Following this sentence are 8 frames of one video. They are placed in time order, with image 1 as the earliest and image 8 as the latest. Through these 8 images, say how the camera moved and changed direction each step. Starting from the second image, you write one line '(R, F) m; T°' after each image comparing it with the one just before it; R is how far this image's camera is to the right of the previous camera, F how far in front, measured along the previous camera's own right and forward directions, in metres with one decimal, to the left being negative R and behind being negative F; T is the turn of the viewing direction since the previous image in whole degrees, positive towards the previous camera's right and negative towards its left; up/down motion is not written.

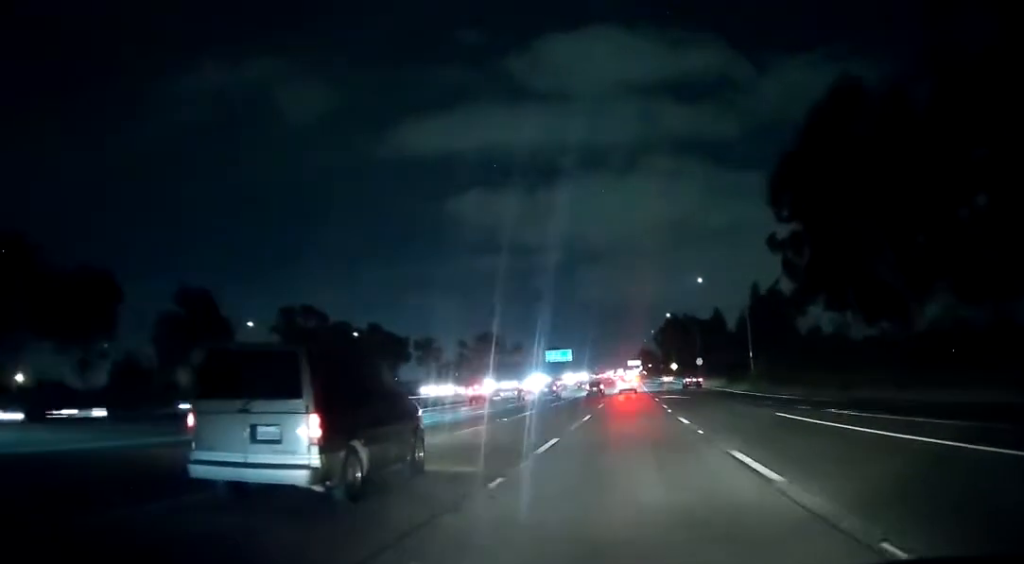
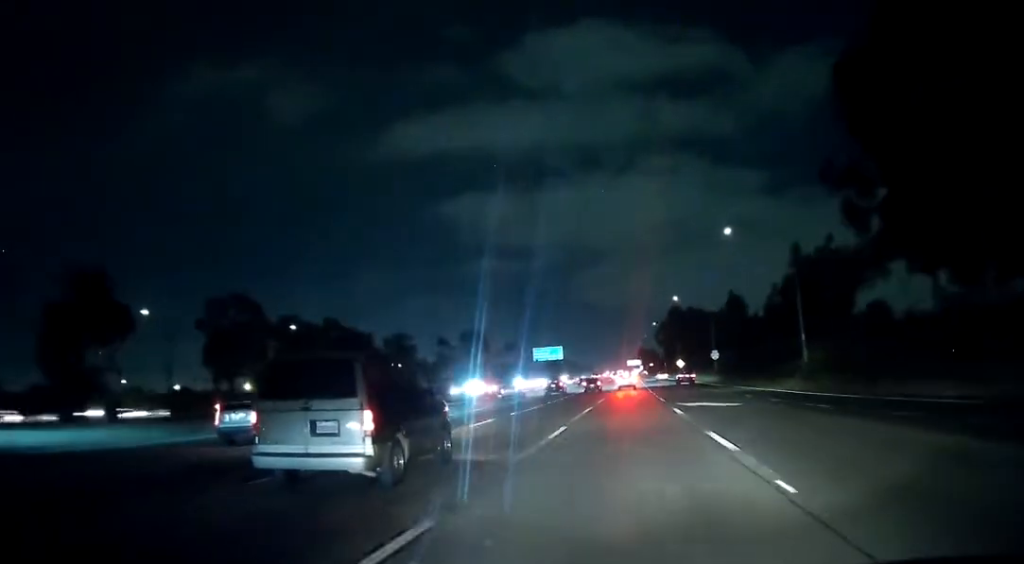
(-0.5, +26.9) m; 0°
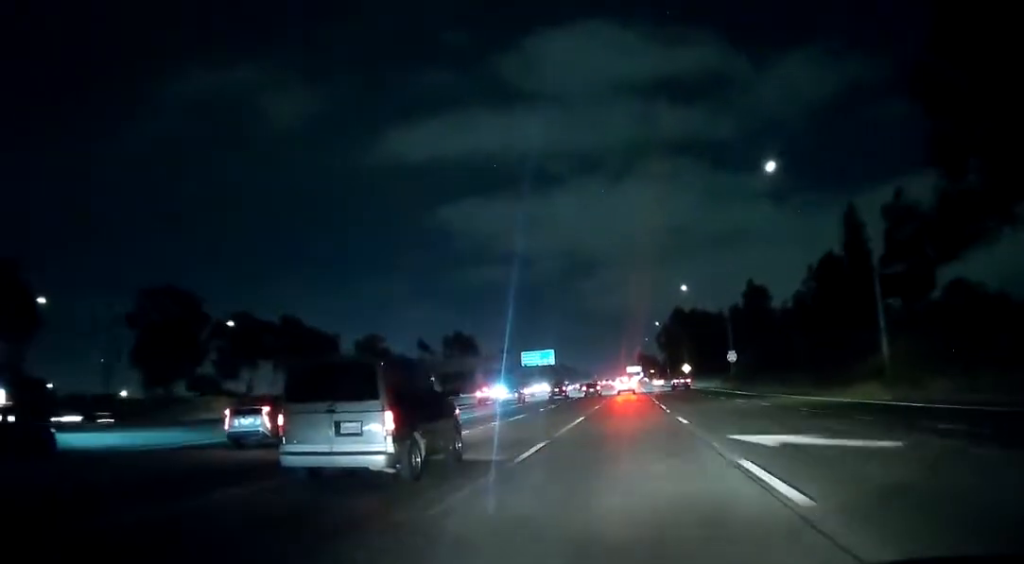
(+0.1, +18.8) m; +1°
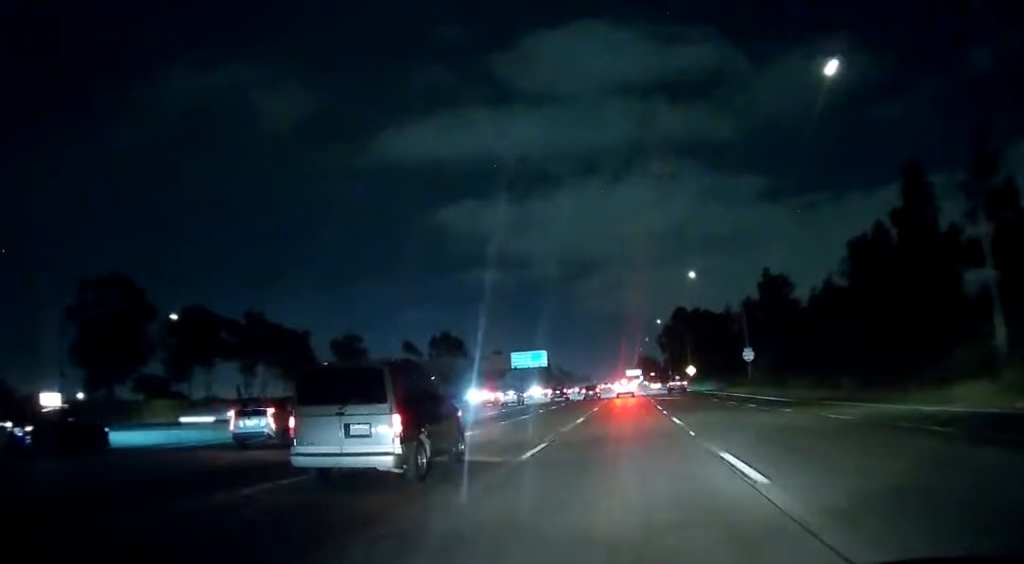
(+0.2, +14.2) m; +1°
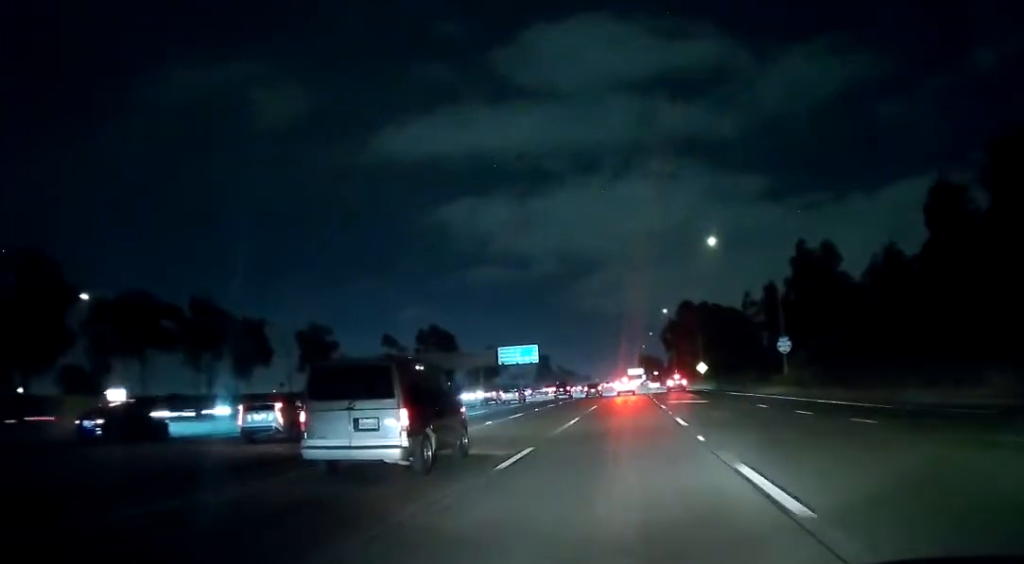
(0.0, +17.1) m; 0°
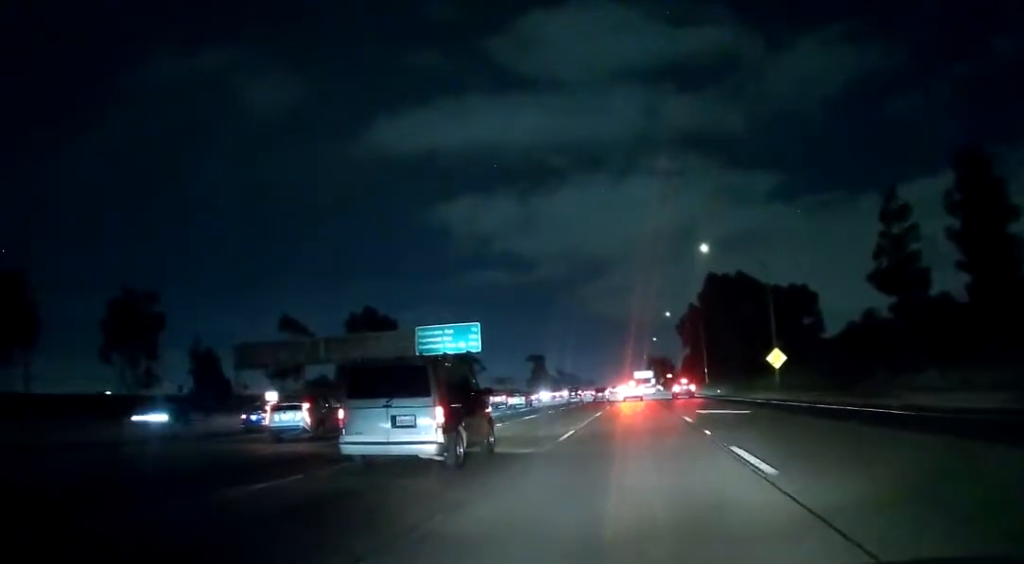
(0.0, +58.0) m; 0°
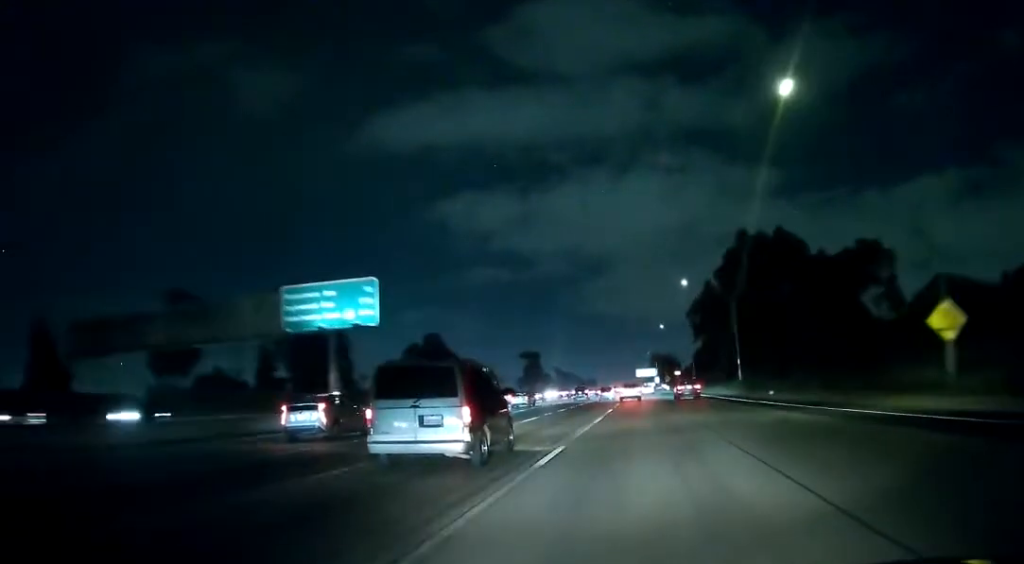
(0.0, +34.5) m; 0°
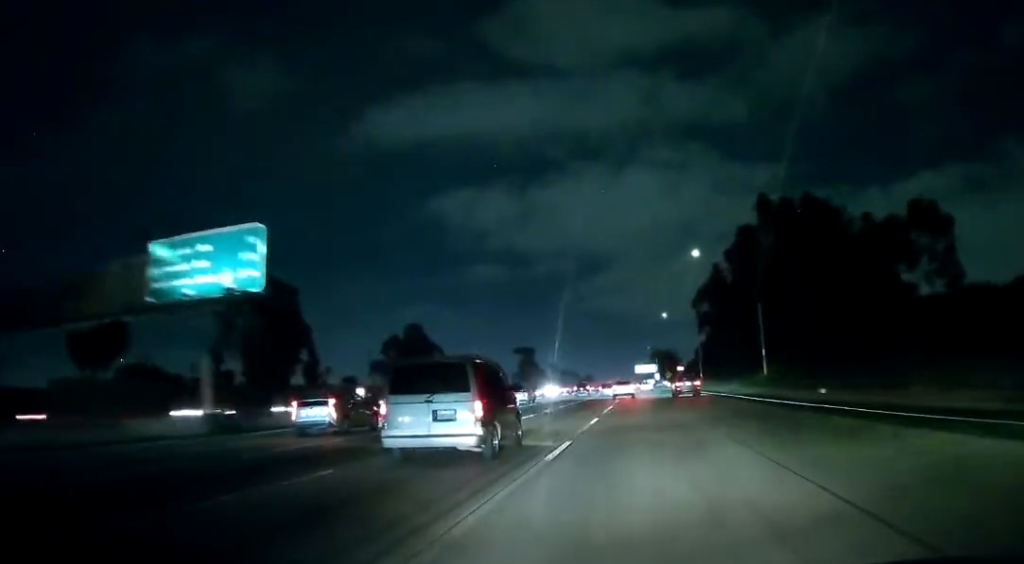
(0.0, +16.5) m; 0°
